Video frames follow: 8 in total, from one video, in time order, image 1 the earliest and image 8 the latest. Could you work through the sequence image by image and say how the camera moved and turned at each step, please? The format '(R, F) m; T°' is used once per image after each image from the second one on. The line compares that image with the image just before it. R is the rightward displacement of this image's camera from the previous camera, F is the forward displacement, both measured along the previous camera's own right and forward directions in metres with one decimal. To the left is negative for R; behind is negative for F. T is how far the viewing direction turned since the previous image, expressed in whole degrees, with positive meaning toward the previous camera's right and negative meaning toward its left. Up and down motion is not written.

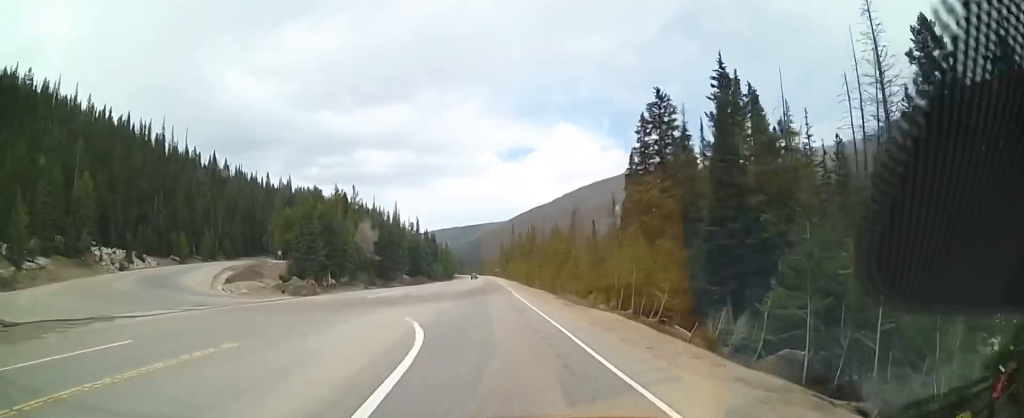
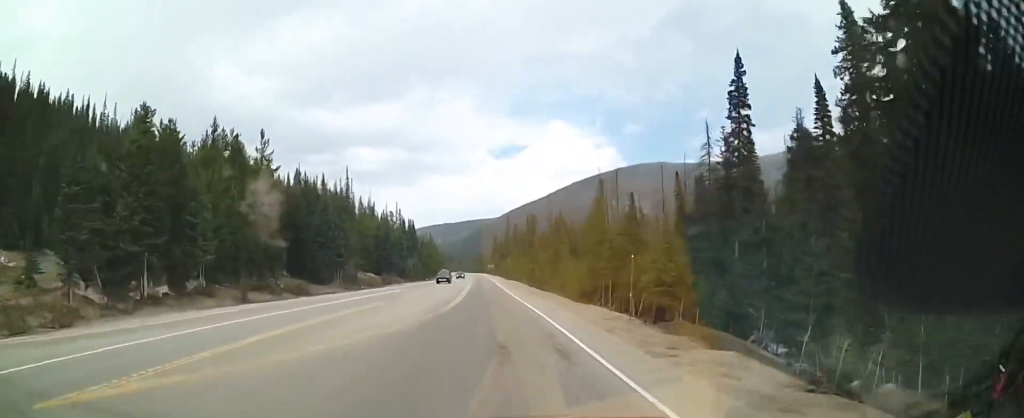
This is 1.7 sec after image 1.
(-0.7, +43.4) m; -1°
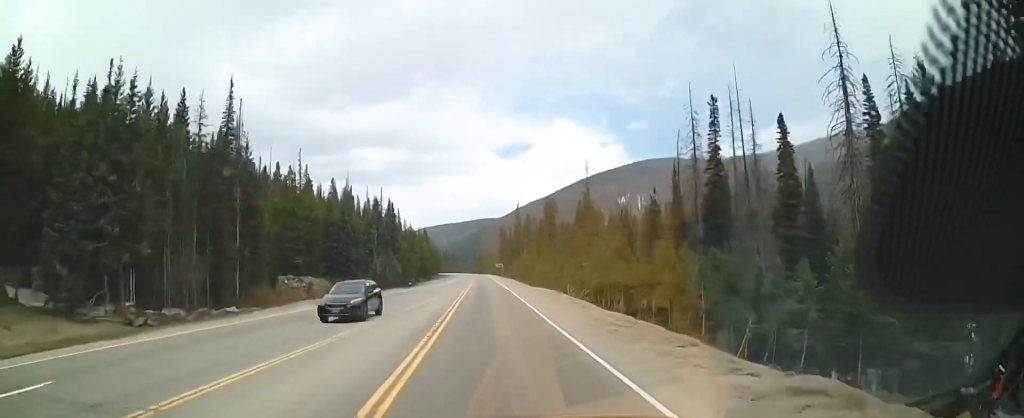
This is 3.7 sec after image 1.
(+0.3, +49.3) m; 0°
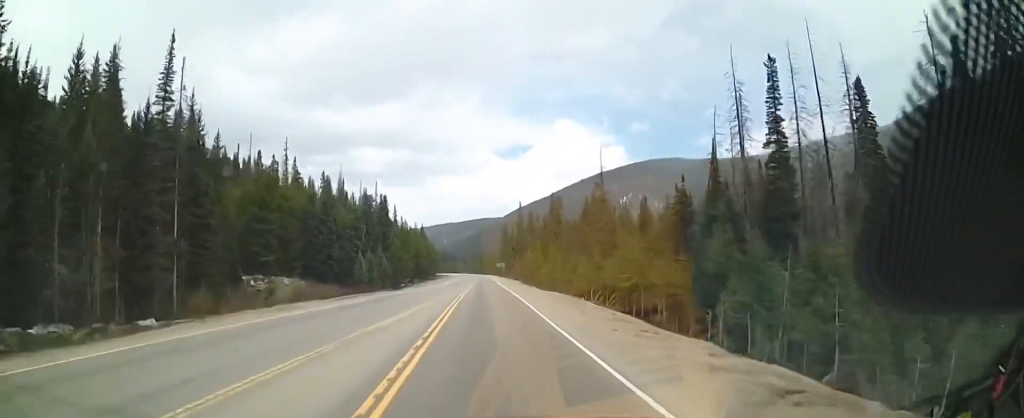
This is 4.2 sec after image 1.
(0.0, +11.7) m; 0°
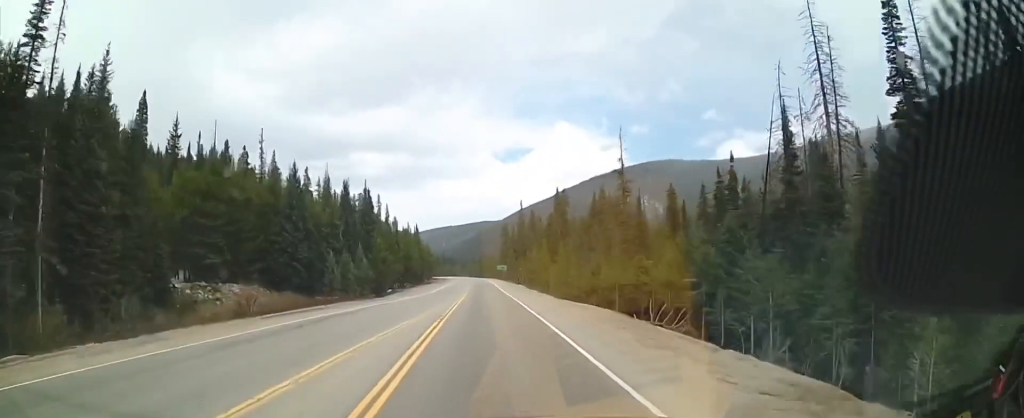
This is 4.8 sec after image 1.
(-0.1, +15.0) m; 0°
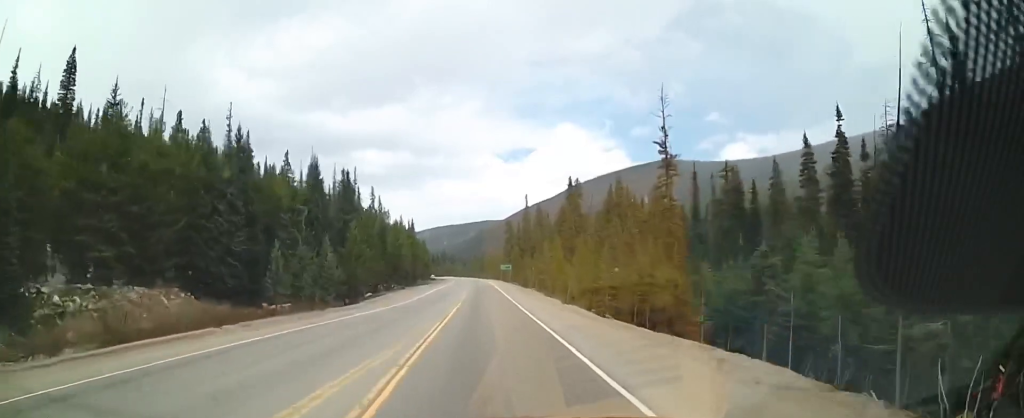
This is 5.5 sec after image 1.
(+0.2, +18.3) m; 0°
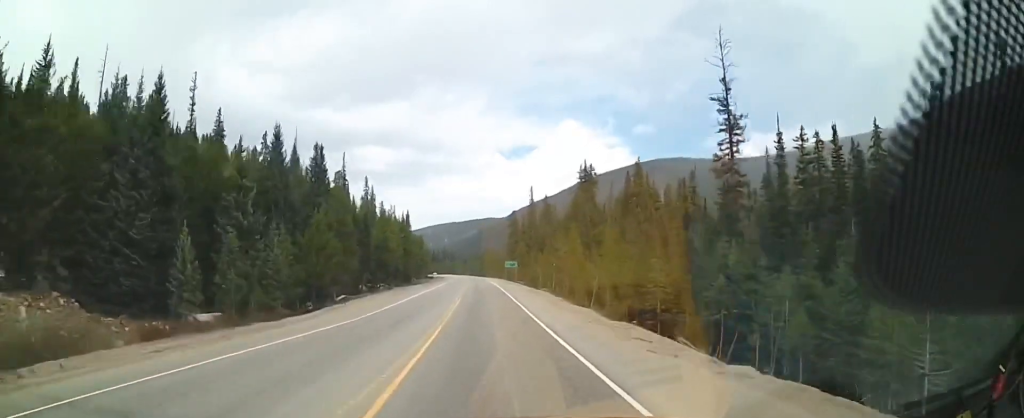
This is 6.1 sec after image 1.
(+0.1, +15.8) m; -1°
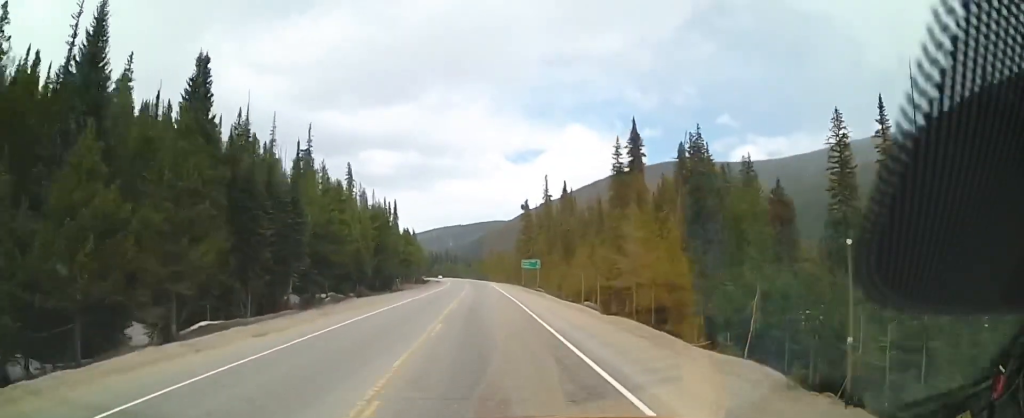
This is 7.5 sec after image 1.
(-0.6, +33.2) m; -1°
